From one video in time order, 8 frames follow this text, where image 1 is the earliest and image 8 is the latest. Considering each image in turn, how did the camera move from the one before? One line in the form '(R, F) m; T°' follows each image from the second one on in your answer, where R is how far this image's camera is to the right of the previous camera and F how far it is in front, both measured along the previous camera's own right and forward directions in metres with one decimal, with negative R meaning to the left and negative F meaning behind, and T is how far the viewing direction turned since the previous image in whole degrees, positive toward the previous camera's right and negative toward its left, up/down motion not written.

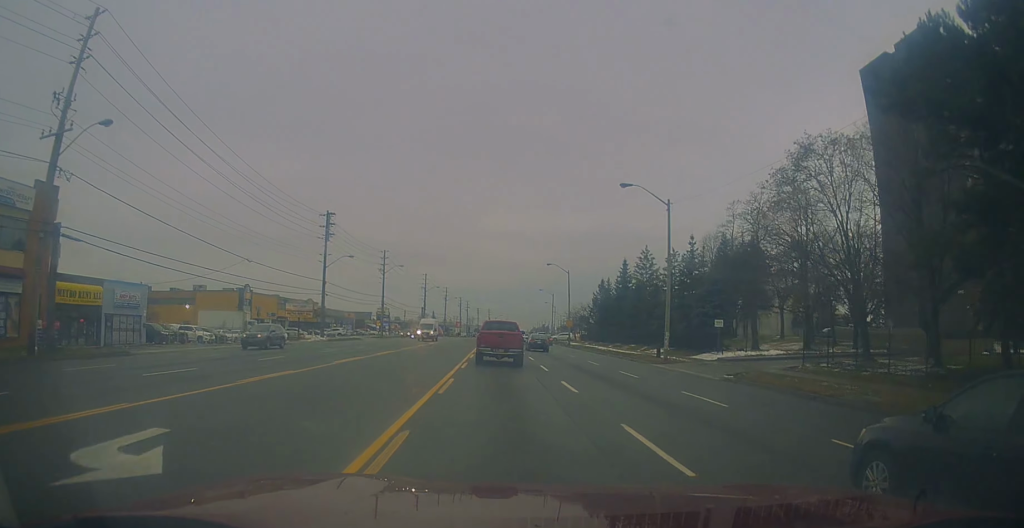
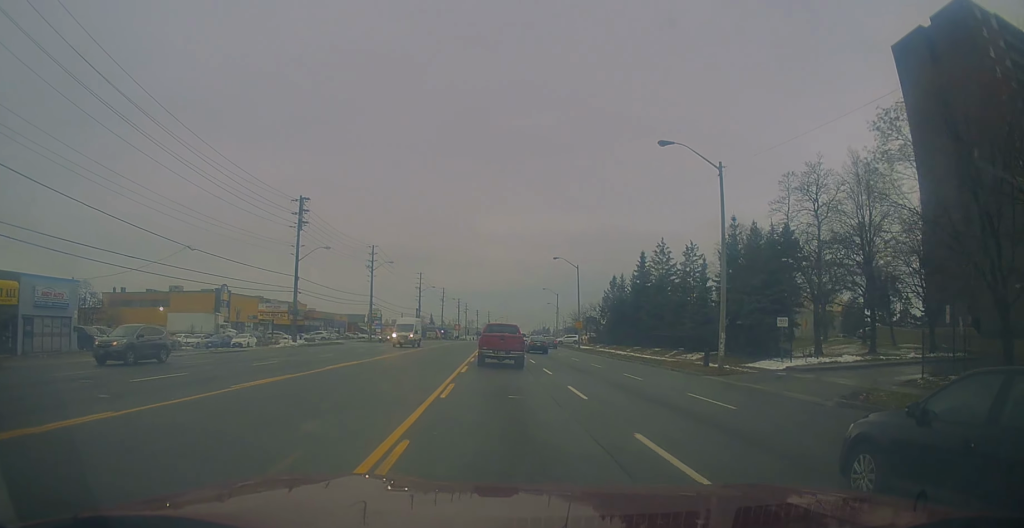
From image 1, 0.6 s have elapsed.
(-0.3, +9.6) m; 0°
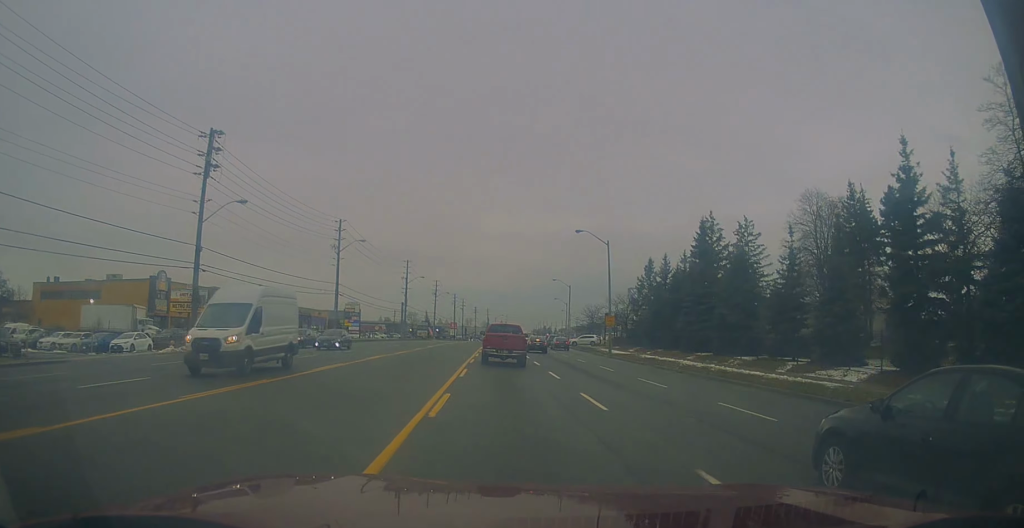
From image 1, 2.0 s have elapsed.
(+0.6, +20.1) m; +2°
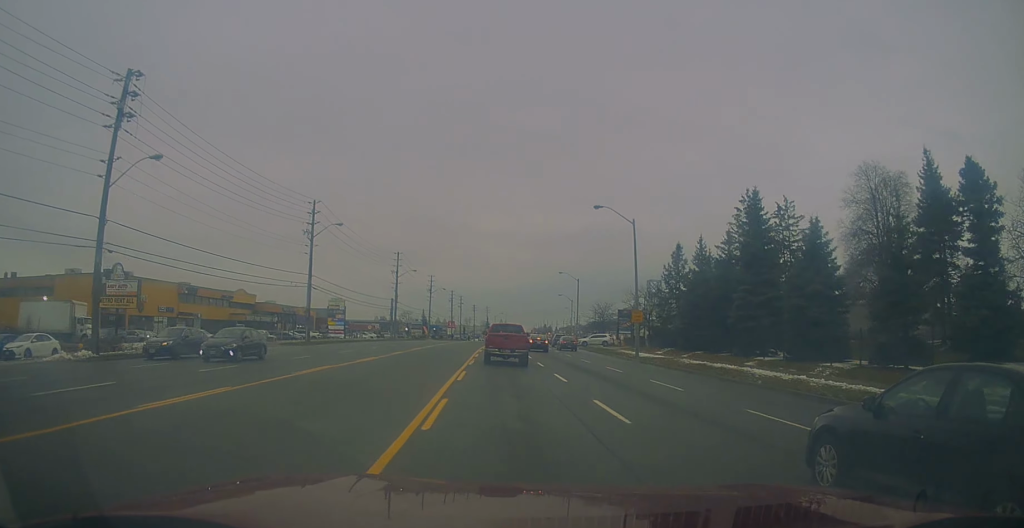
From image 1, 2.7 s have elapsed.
(-0.2, +10.6) m; -1°
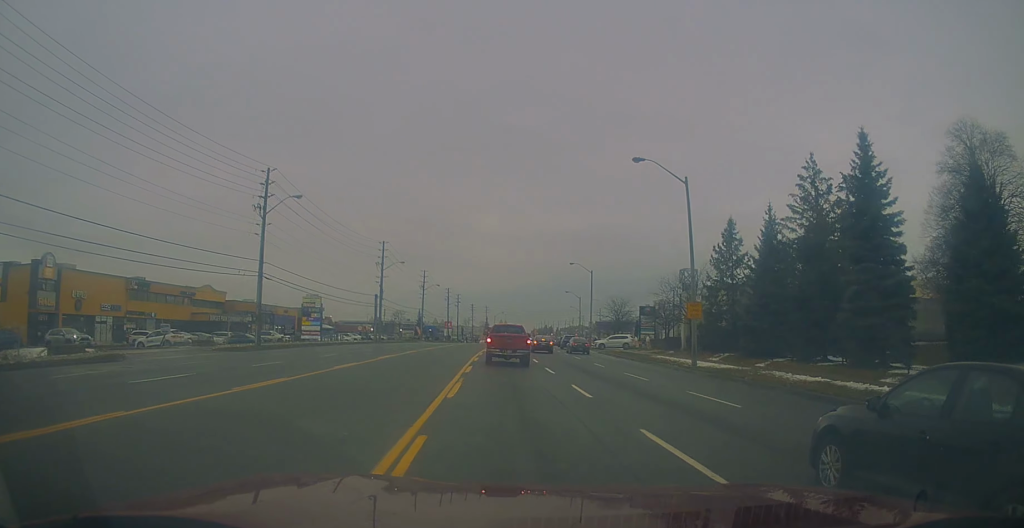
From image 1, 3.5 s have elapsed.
(-0.3, +13.2) m; -1°
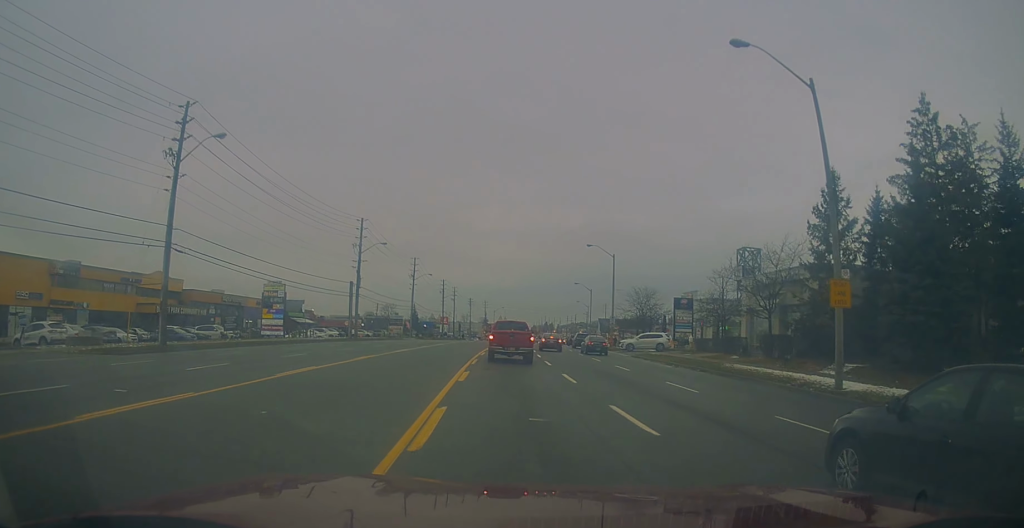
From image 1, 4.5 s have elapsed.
(0.0, +14.7) m; +1°
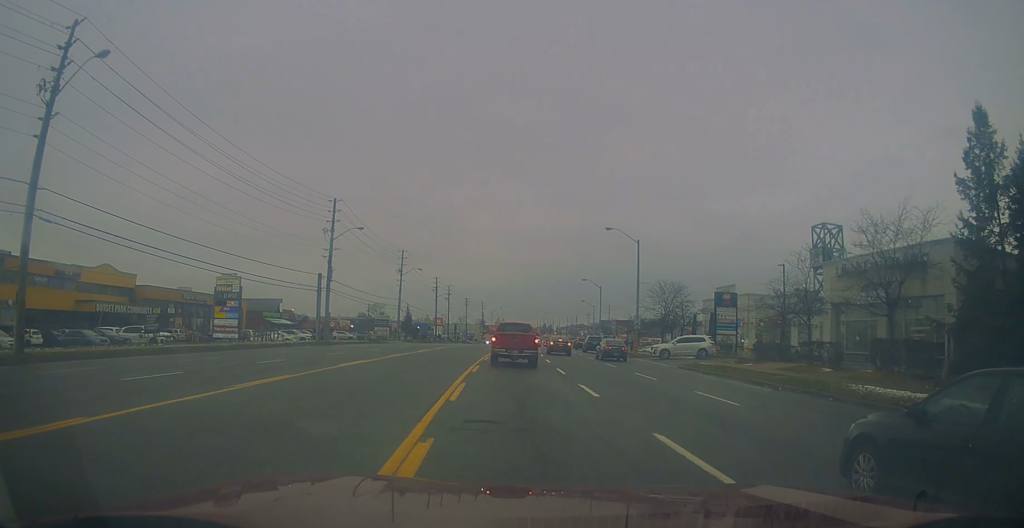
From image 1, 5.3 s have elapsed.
(0.0, +12.2) m; +2°
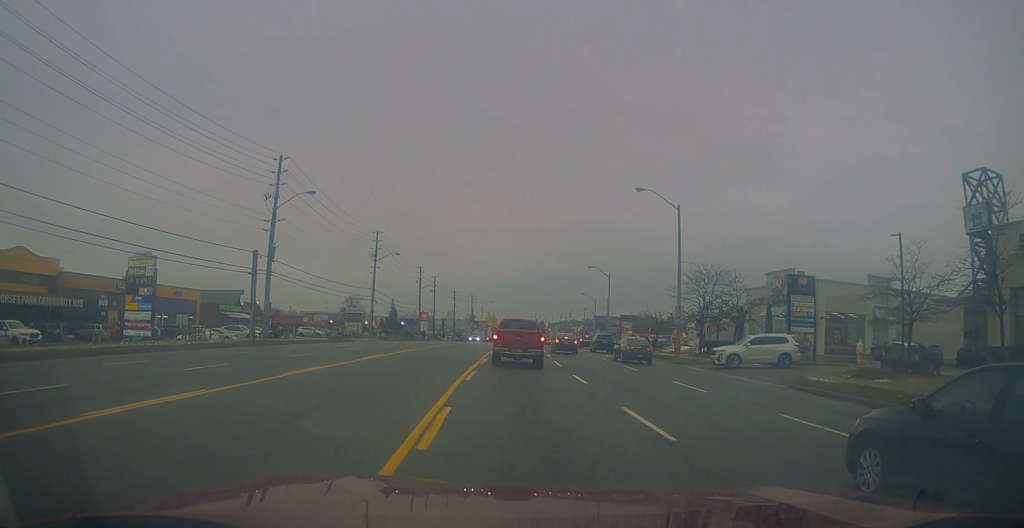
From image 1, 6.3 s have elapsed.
(+0.6, +14.5) m; 0°
